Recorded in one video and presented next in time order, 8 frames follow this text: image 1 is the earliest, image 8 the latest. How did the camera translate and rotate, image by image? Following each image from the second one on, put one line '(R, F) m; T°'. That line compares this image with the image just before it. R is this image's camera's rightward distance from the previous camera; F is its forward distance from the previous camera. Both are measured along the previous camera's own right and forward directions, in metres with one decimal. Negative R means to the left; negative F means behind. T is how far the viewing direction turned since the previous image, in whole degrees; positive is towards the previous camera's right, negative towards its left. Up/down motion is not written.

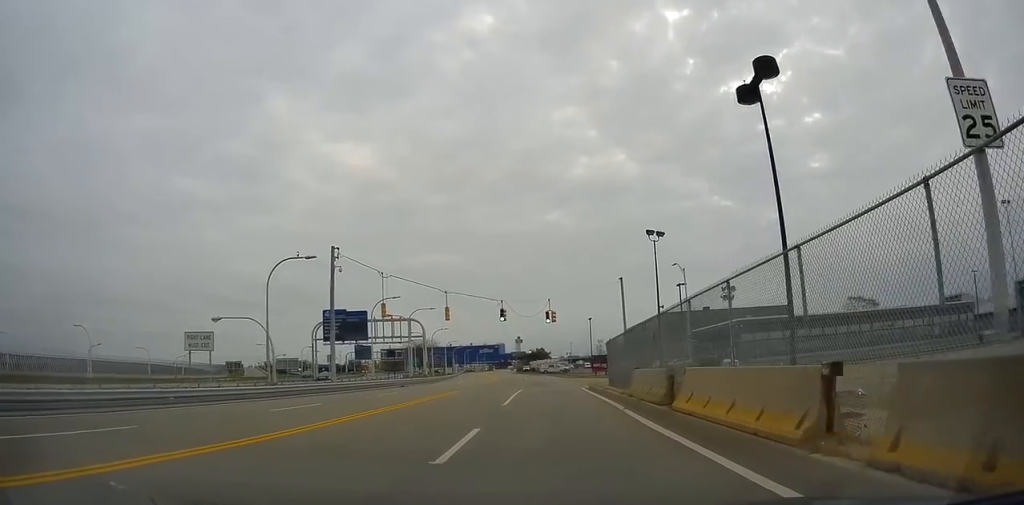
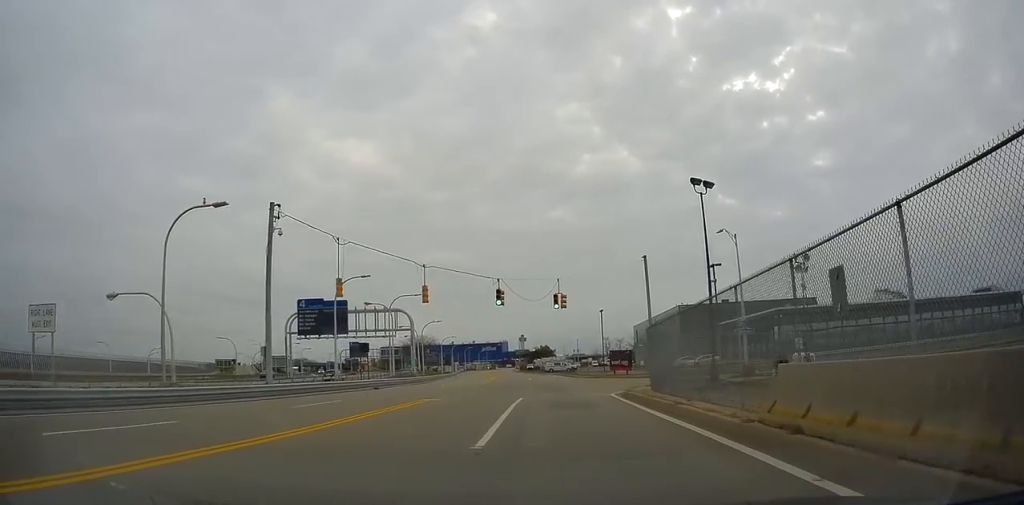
(-0.3, +10.7) m; 0°
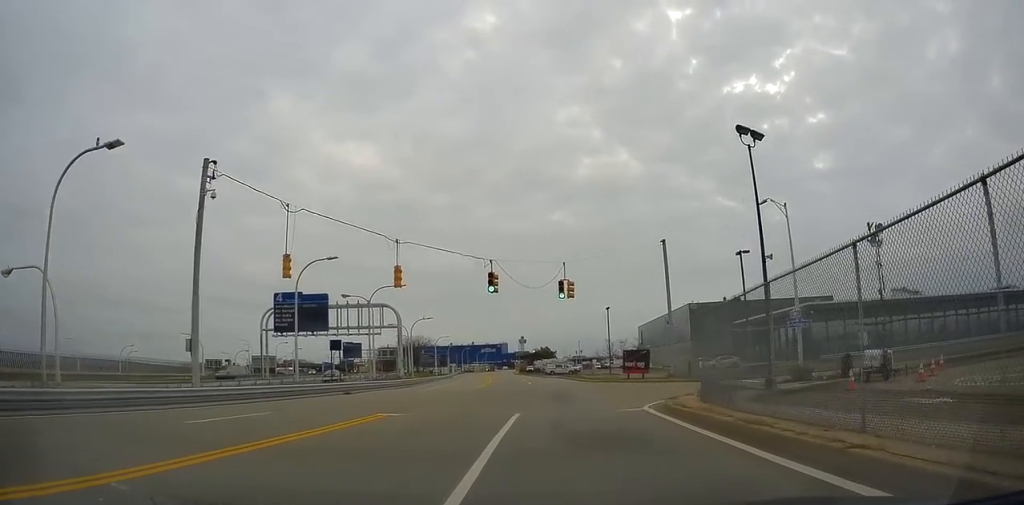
(+0.1, +7.1) m; -1°
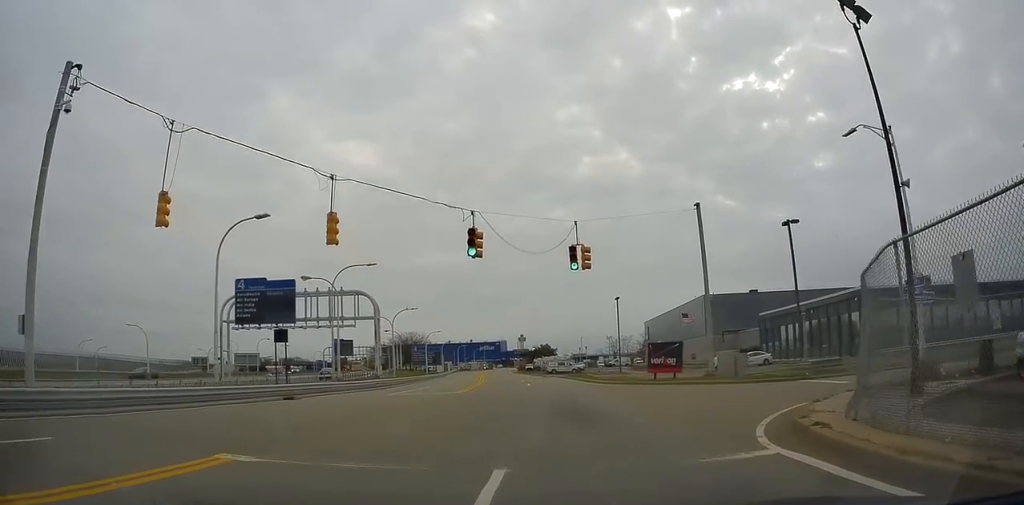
(0.0, +9.3) m; -1°
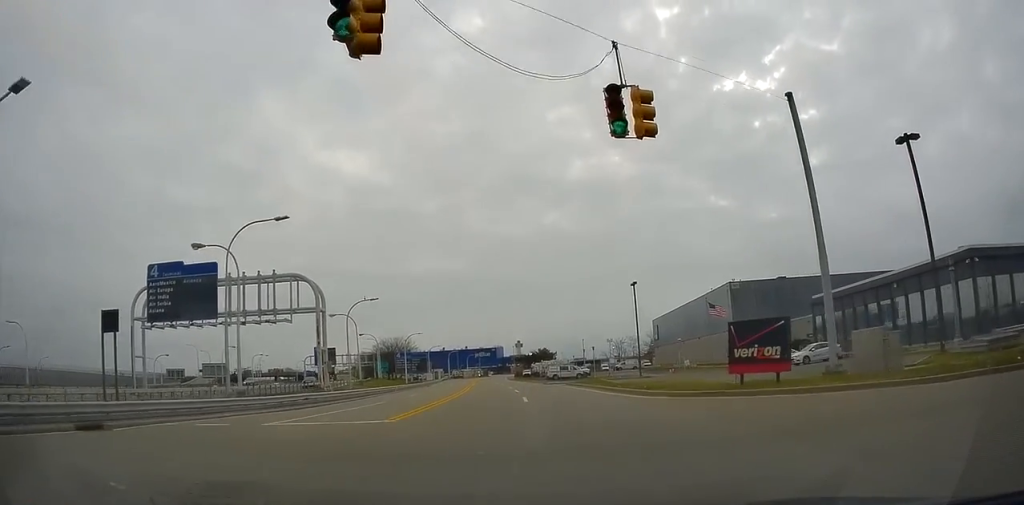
(-0.4, +14.5) m; -1°
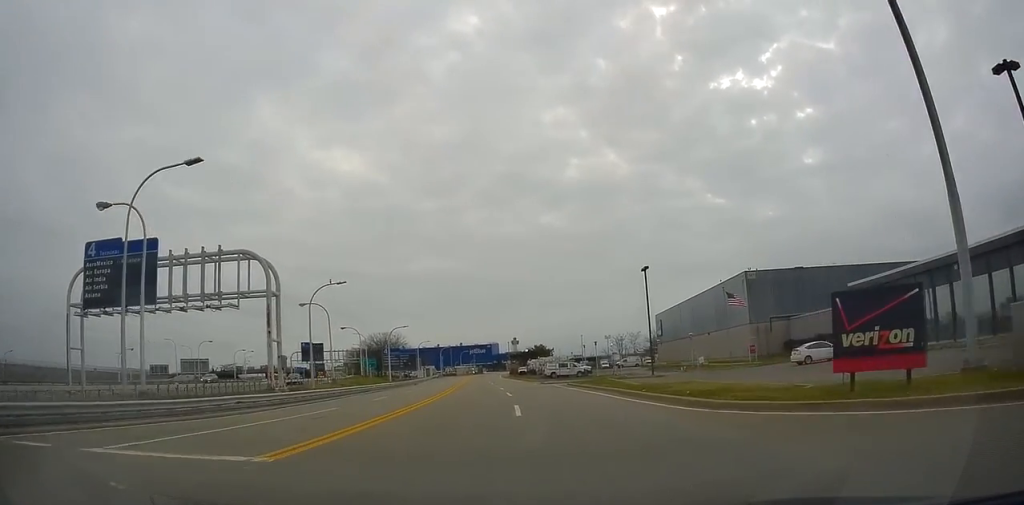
(+0.2, +7.6) m; 0°
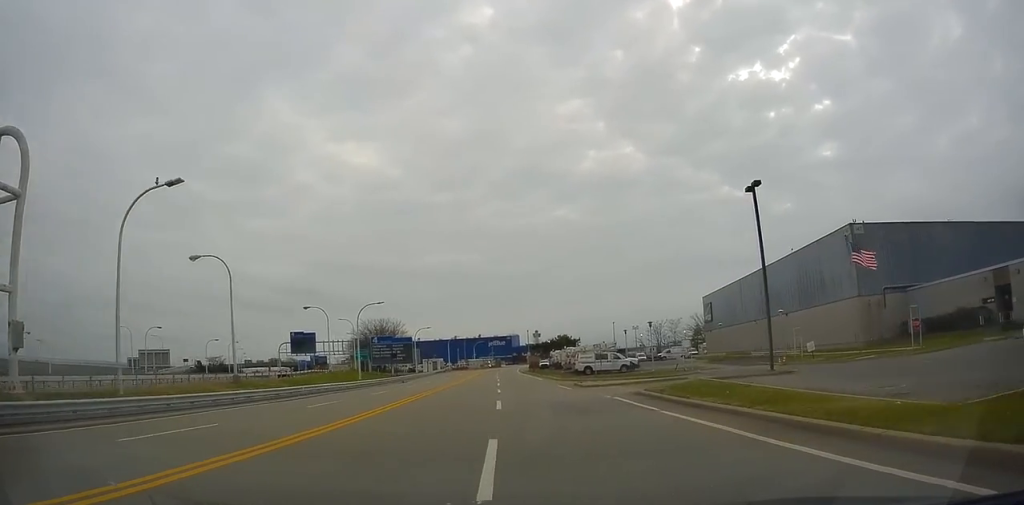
(+0.1, +22.5) m; +1°
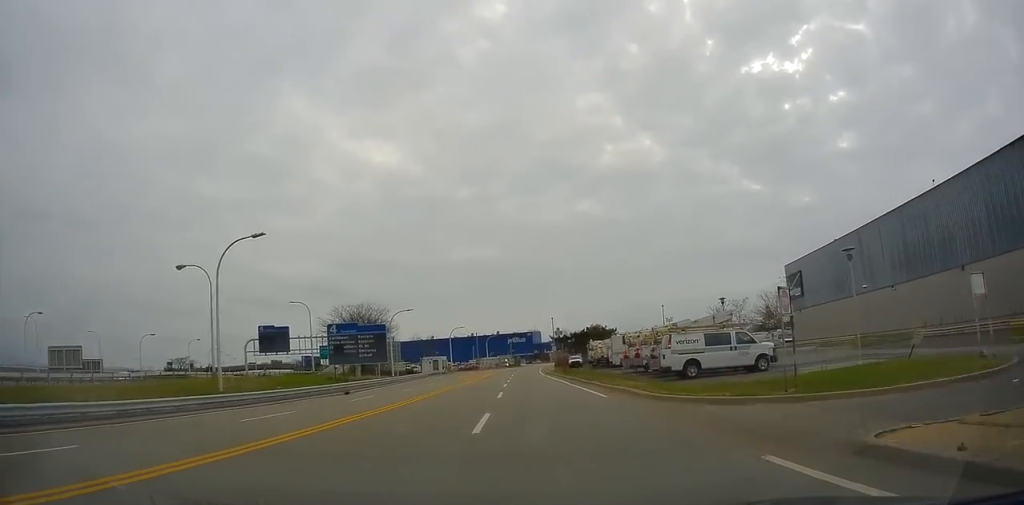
(-0.7, +29.5) m; -2°
